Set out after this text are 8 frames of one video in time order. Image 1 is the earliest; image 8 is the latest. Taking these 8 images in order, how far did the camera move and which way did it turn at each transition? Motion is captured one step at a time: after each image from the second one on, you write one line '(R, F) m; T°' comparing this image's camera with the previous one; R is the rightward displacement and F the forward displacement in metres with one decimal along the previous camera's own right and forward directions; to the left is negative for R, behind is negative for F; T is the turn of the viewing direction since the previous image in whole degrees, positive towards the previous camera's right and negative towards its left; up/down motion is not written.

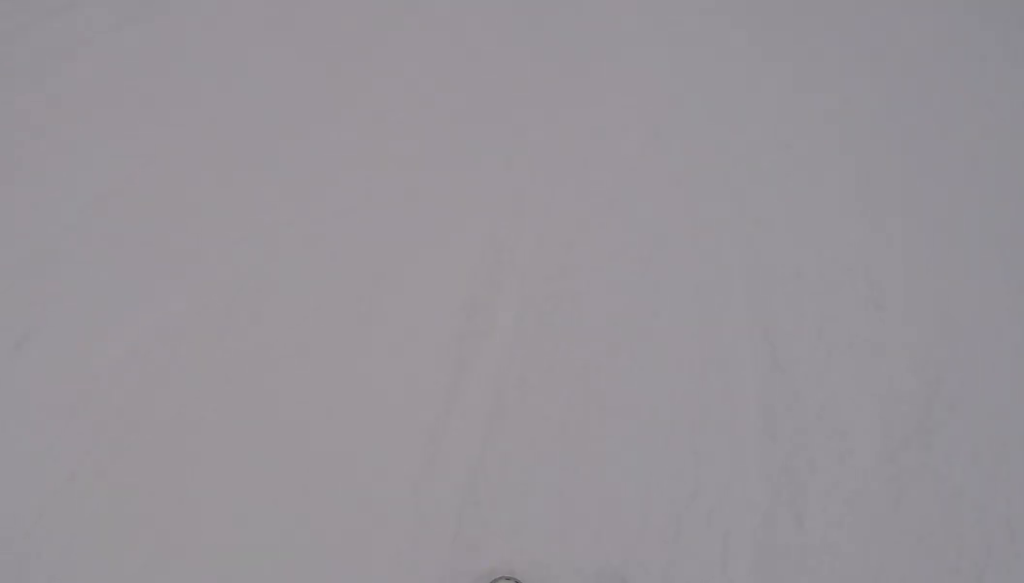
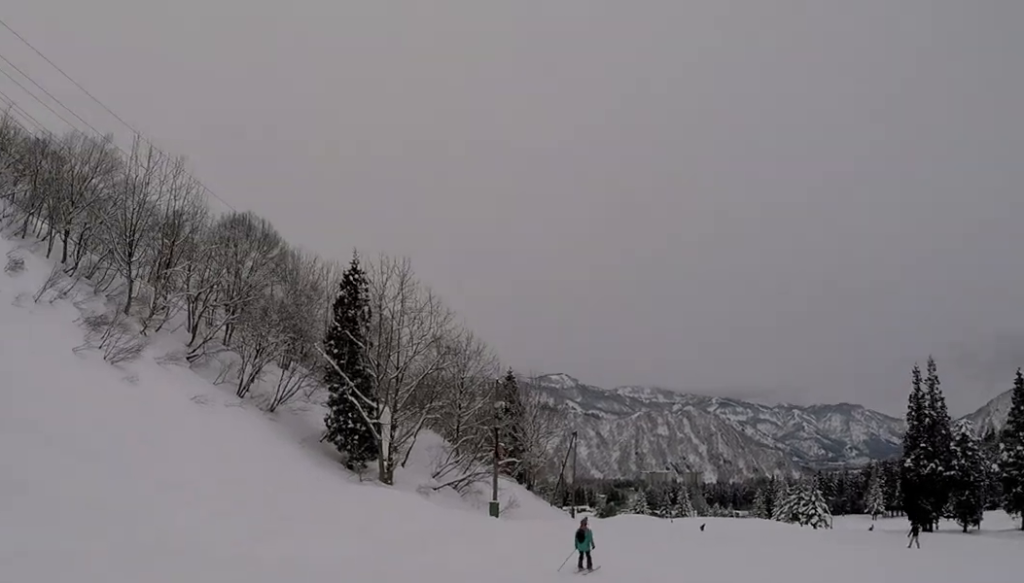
(-1.1, +9.7) m; -3°
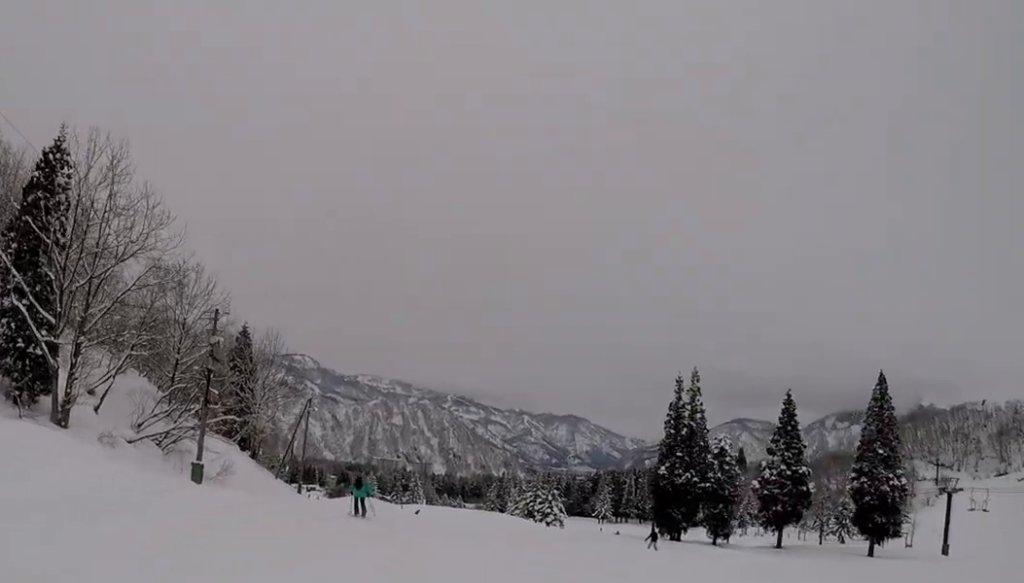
(+1.7, +12.6) m; +10°
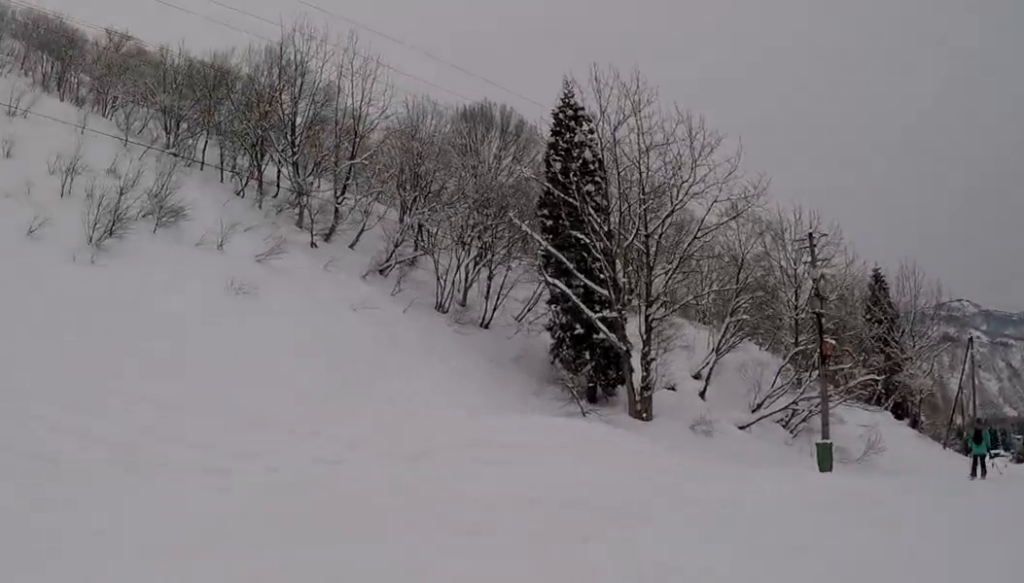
(+0.4, +8.5) m; -10°
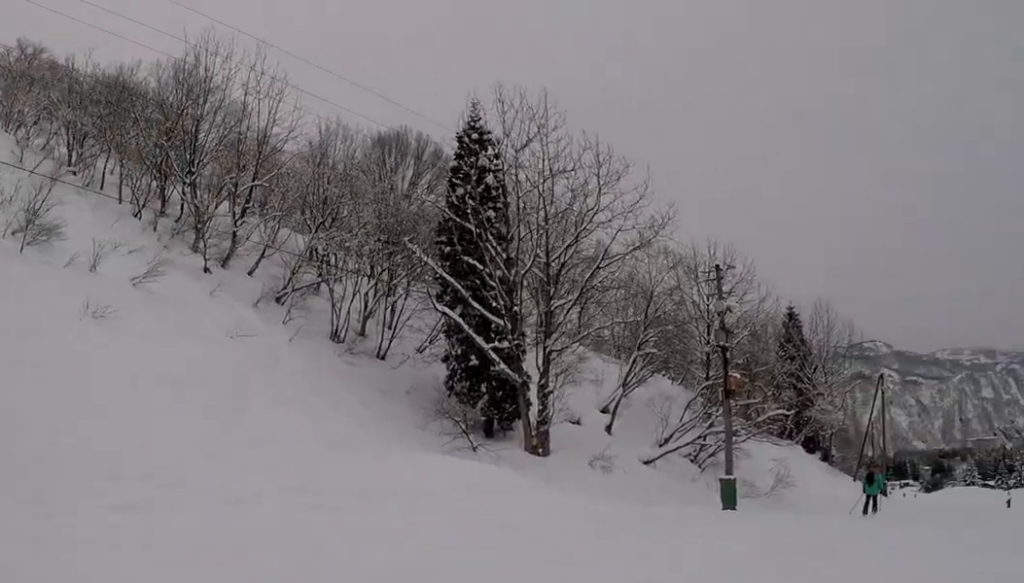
(-0.7, +2.6) m; -1°
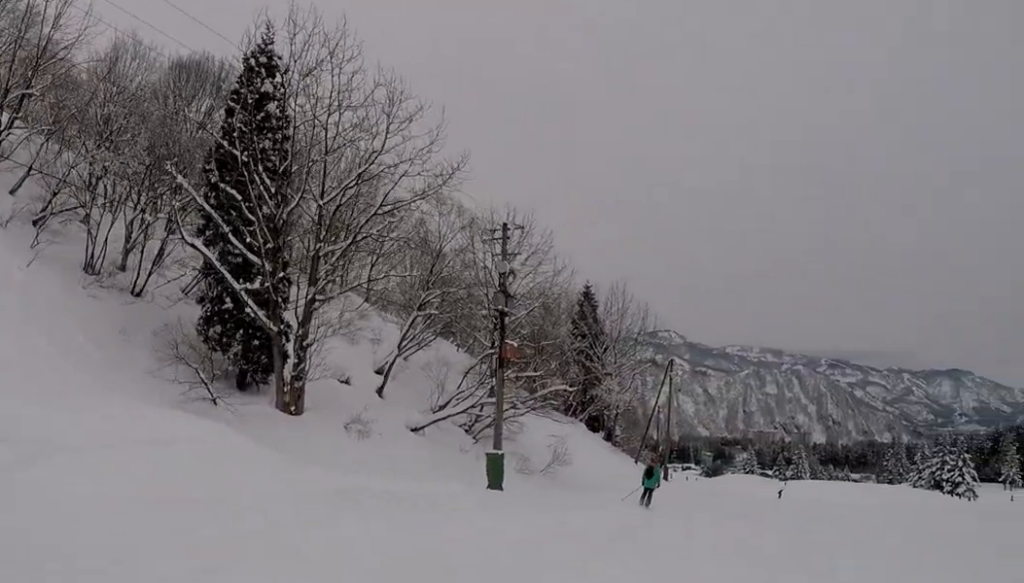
(-0.9, +3.6) m; 0°
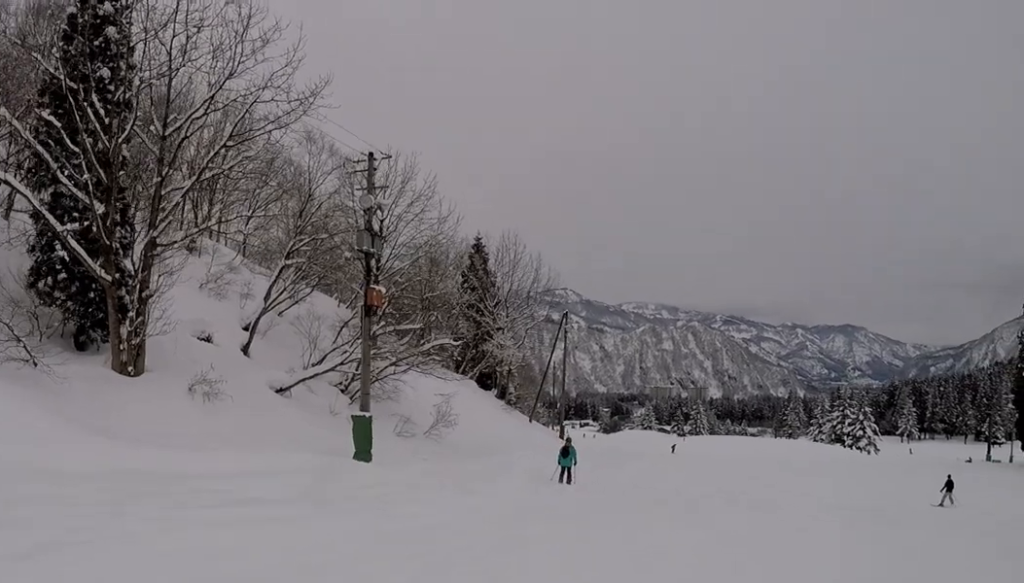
(+1.1, +4.2) m; +10°
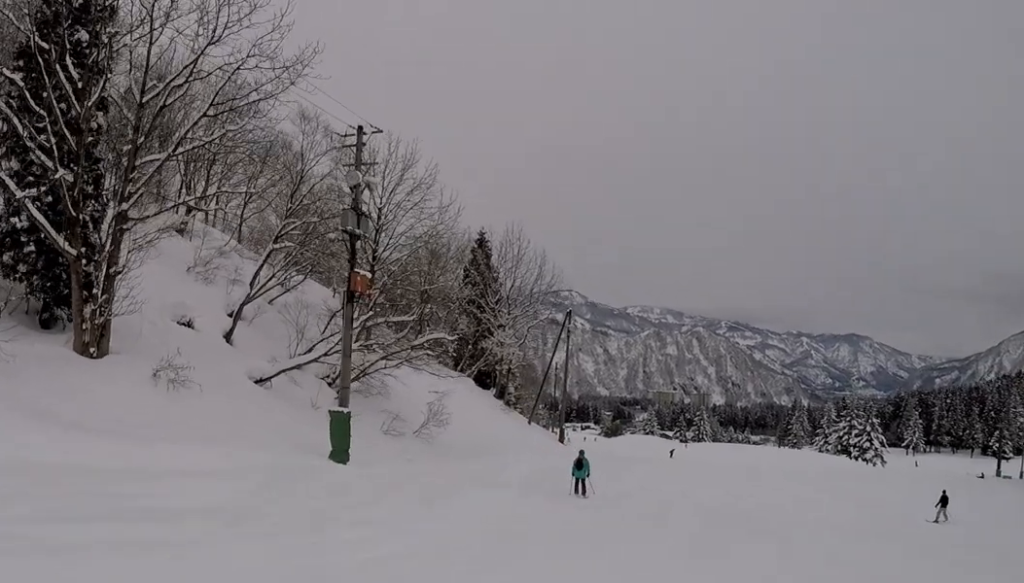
(+0.2, +2.5) m; +3°
